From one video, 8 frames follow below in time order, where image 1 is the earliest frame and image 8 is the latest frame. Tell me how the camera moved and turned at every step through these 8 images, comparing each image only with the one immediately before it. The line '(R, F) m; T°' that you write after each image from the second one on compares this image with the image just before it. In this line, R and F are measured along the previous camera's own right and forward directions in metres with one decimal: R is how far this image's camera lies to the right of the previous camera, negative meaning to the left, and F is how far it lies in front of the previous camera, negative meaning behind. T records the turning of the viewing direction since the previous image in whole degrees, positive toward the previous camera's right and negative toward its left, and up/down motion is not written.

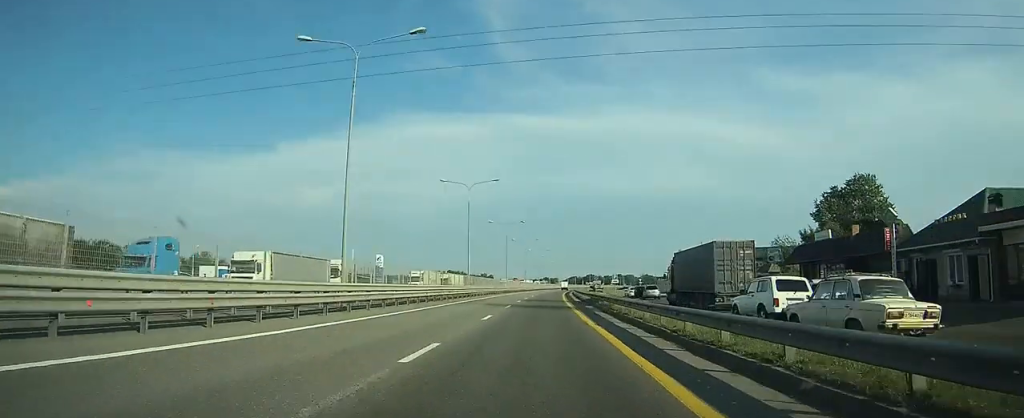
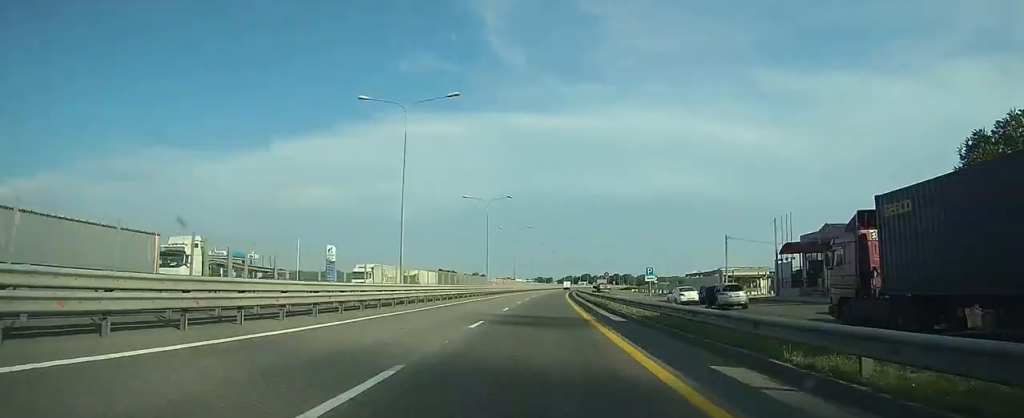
(+0.2, +28.5) m; +1°
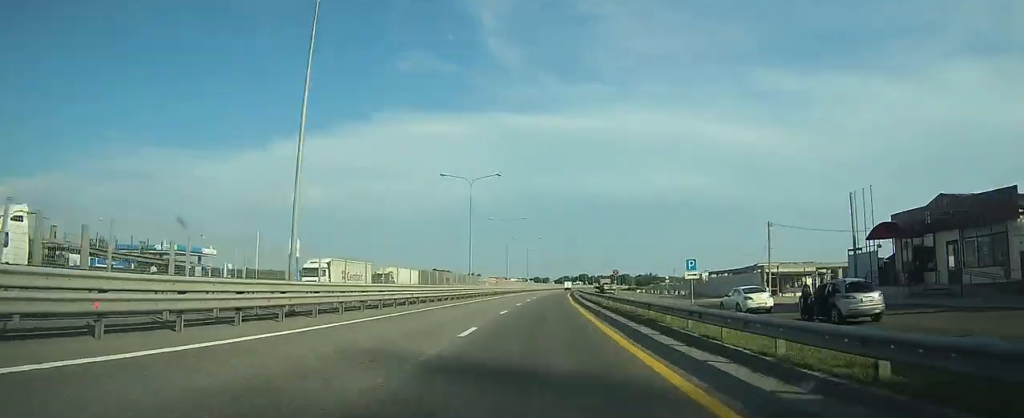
(+0.1, +15.1) m; +1°
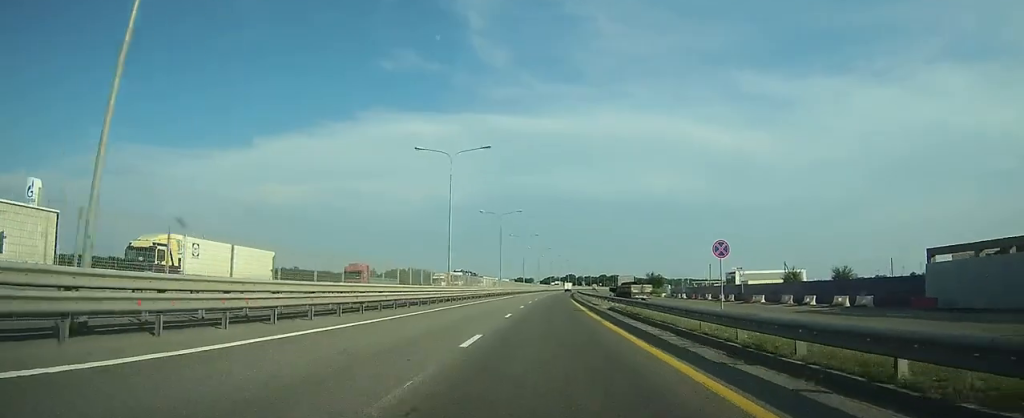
(+0.6, +50.5) m; +2°
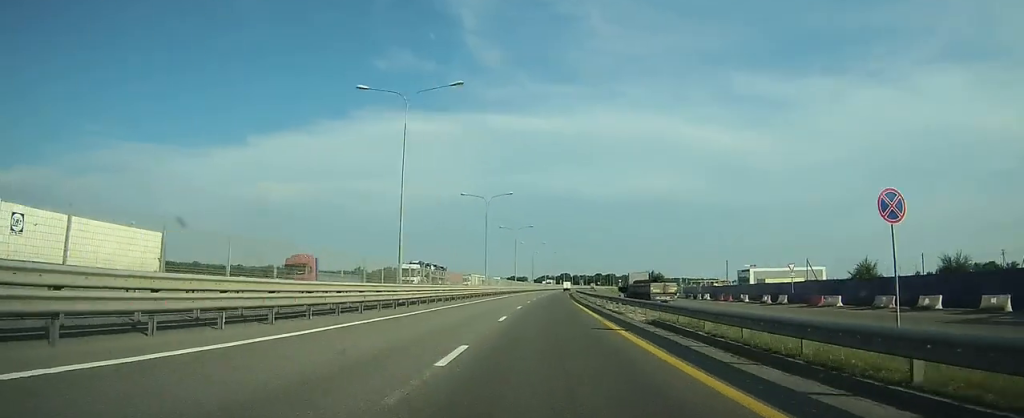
(+0.2, +15.0) m; +1°
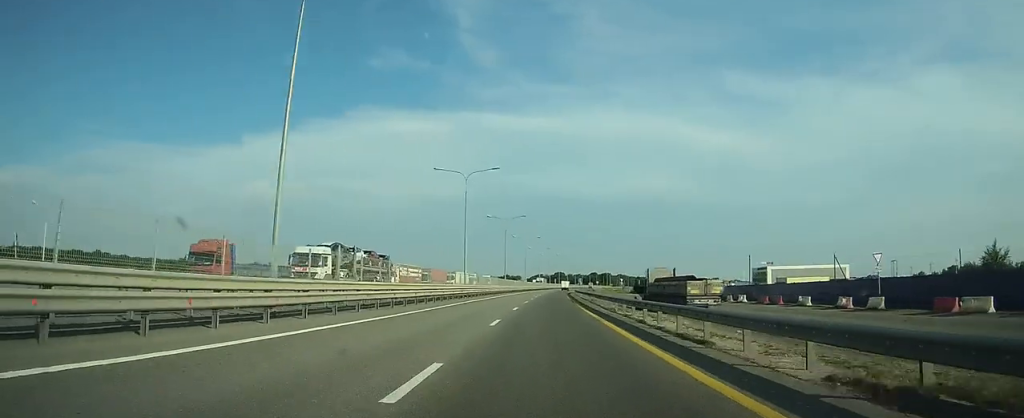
(+0.1, +15.0) m; 0°
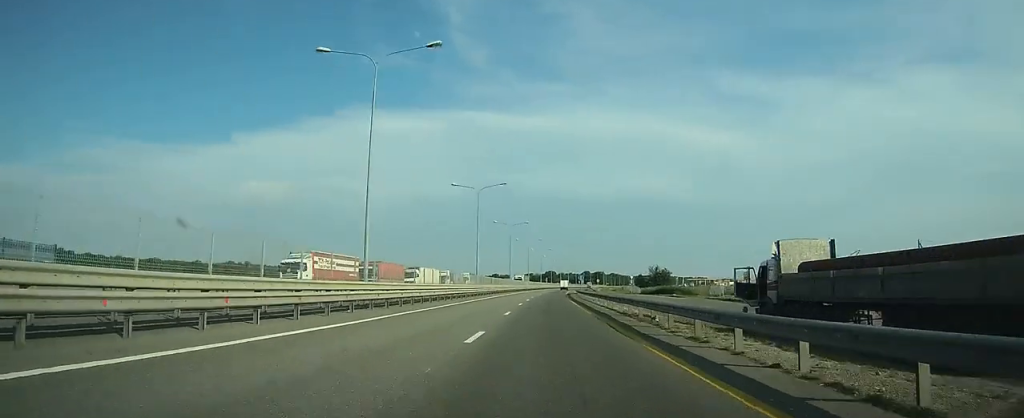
(+0.2, +30.0) m; +1°
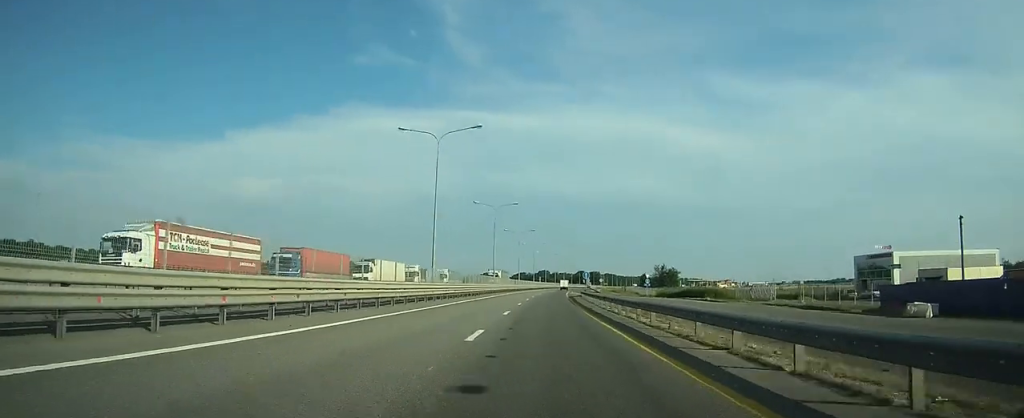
(+0.1, +23.7) m; +1°
